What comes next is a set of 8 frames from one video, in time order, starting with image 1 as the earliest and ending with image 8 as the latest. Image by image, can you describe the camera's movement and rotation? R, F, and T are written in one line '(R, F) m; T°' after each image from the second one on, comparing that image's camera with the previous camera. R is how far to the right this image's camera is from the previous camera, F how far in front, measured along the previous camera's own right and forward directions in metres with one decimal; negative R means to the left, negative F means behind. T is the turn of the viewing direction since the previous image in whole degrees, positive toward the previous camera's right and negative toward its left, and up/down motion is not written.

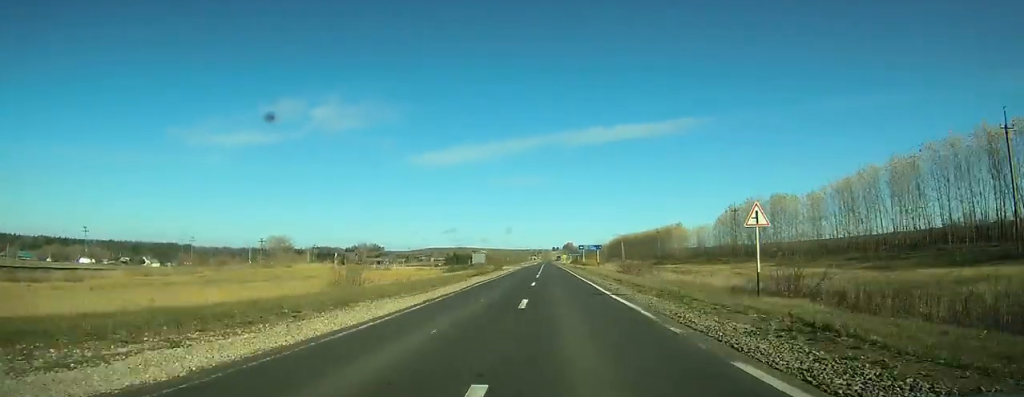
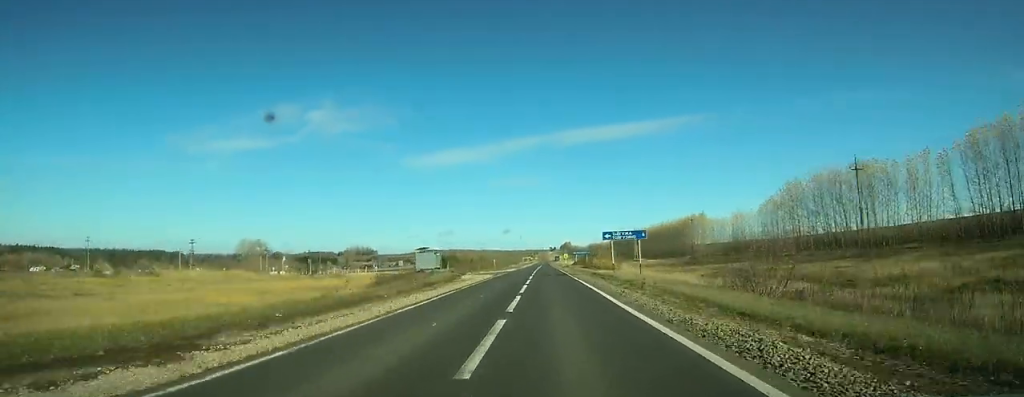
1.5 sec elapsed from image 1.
(0.0, +39.9) m; 0°
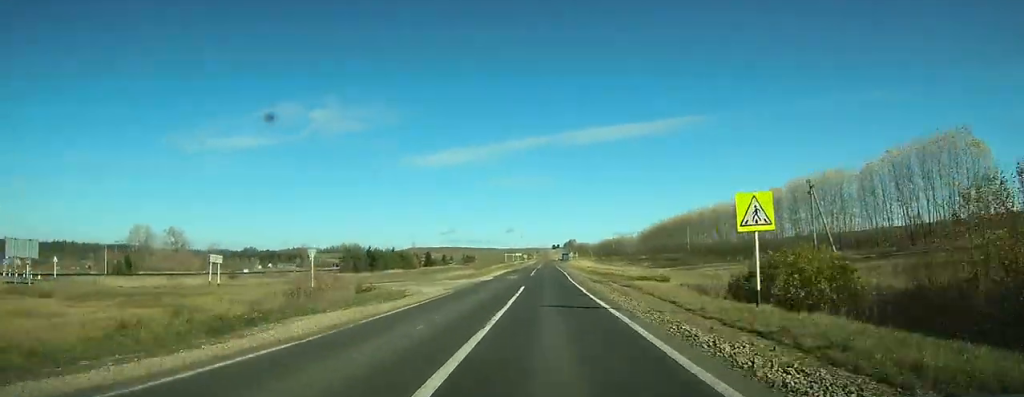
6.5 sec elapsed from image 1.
(0.0, +131.5) m; 0°
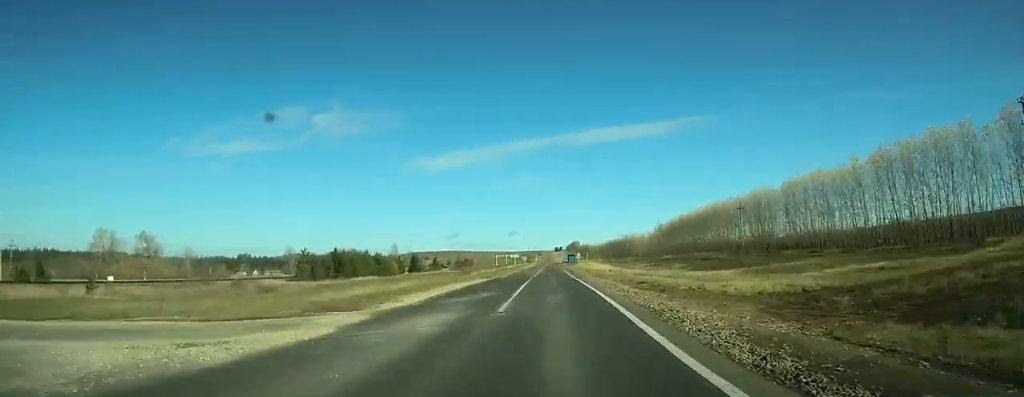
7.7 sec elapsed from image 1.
(+0.1, +36.1) m; 0°
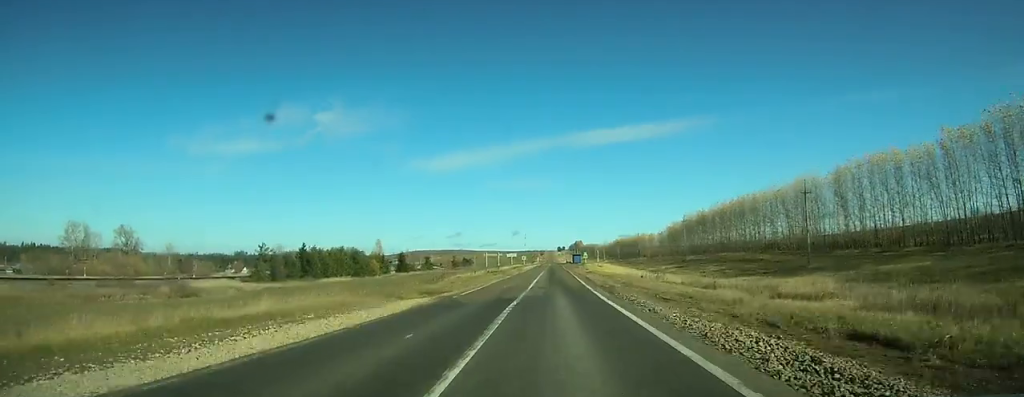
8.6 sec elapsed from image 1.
(0.0, +25.0) m; 0°
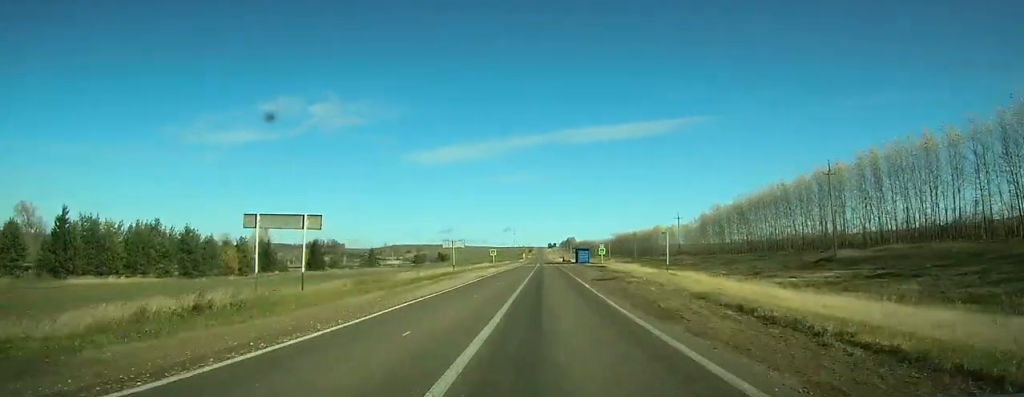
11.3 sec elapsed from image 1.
(-0.1, +79.2) m; 0°
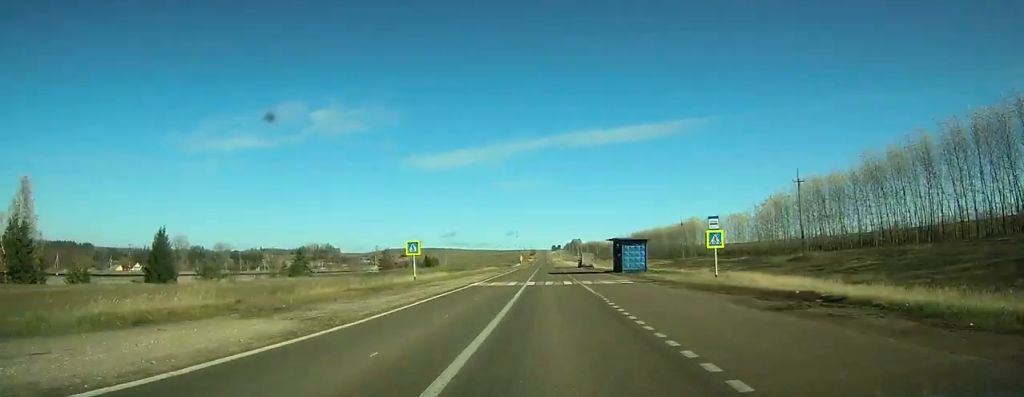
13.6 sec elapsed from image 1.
(0.0, +61.2) m; 0°
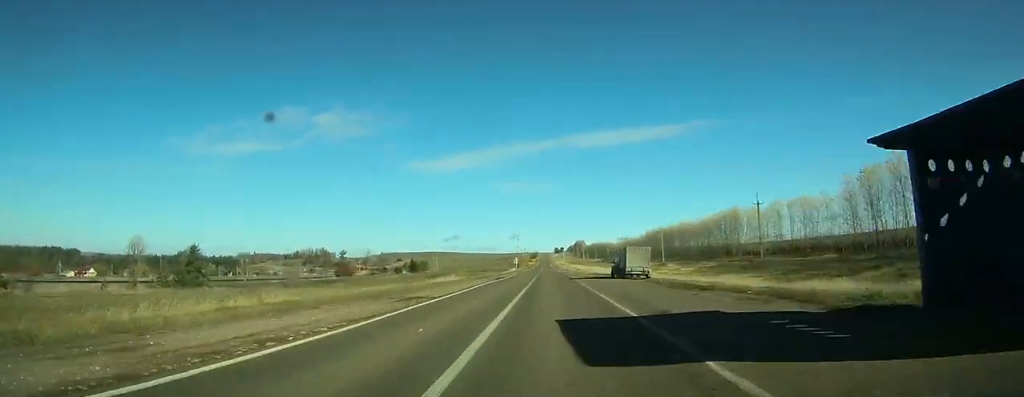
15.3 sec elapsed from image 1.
(-0.1, +42.6) m; 0°
